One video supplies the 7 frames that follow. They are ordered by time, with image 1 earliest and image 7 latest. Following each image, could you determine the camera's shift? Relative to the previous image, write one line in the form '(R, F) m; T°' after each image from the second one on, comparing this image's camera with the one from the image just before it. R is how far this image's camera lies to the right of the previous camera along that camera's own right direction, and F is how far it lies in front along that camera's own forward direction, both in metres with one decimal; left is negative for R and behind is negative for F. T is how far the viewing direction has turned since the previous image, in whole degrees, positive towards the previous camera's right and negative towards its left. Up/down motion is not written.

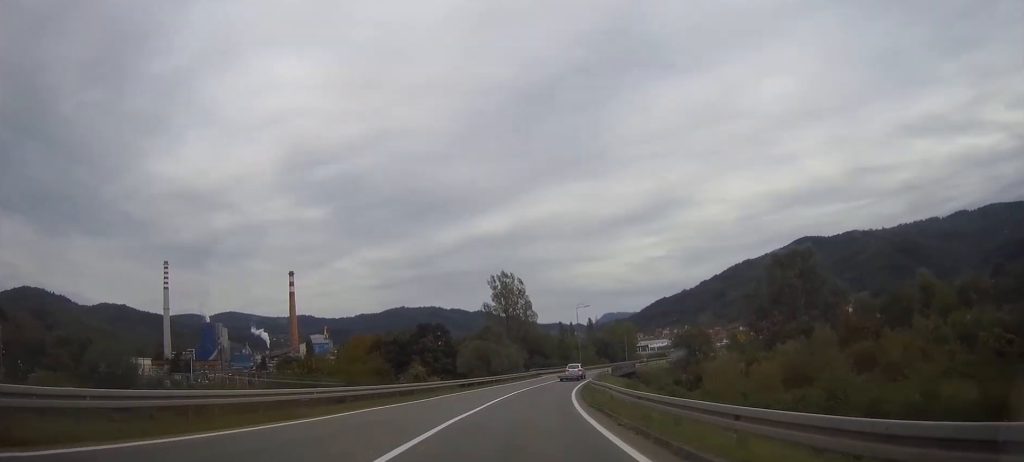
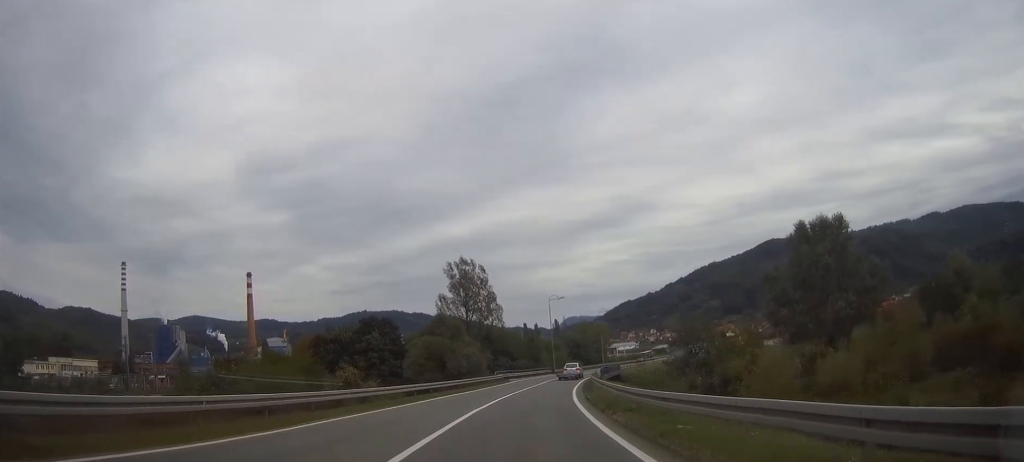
(+0.5, +19.3) m; +3°
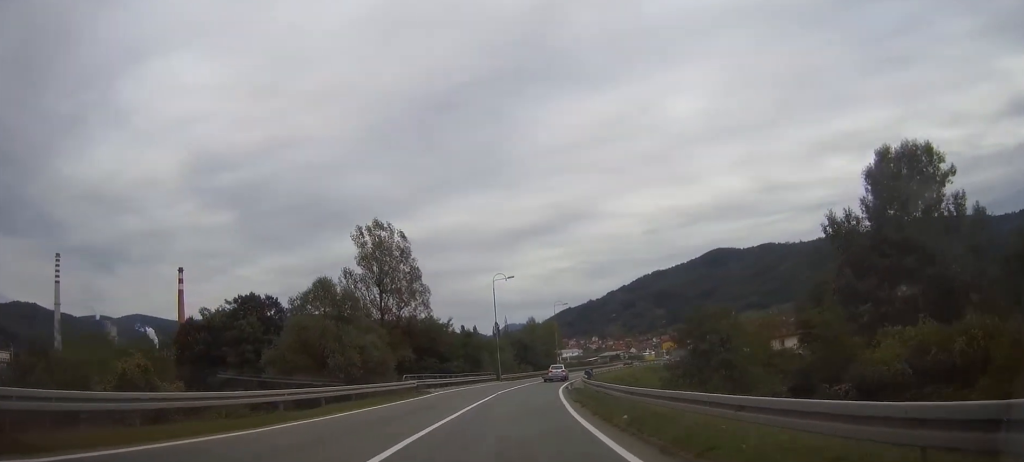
(+1.3, +28.9) m; +5°
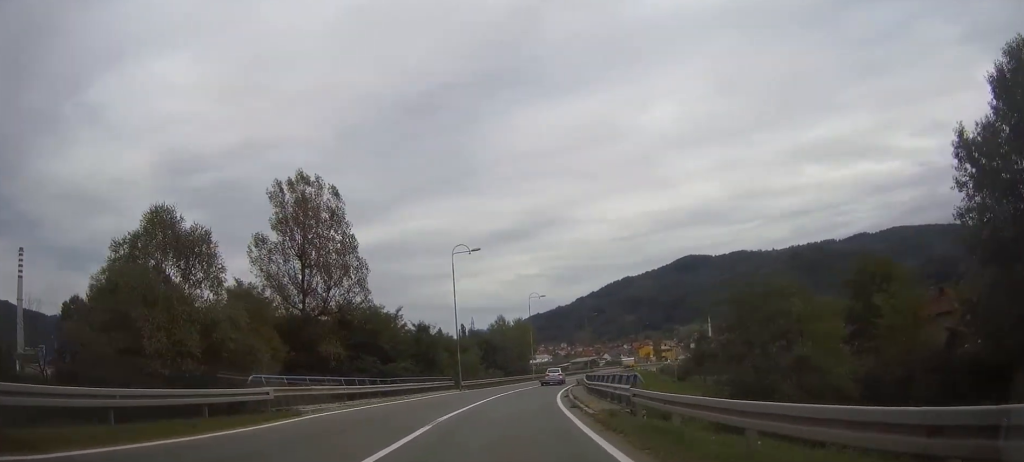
(+0.6, +20.5) m; +3°
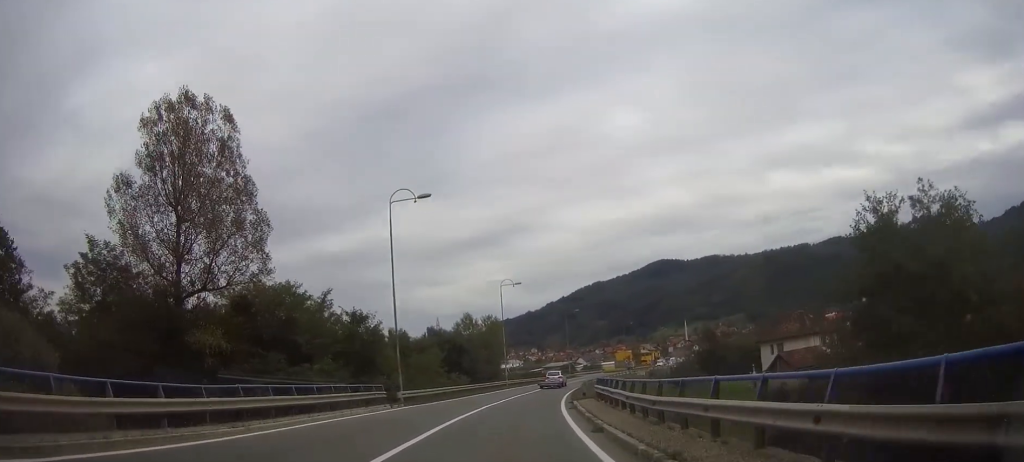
(+0.5, +20.2) m; +2°
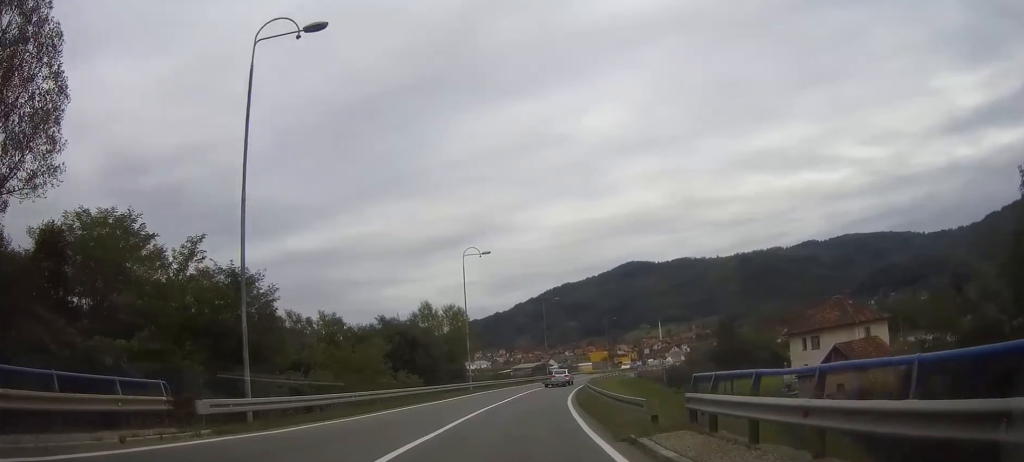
(+0.4, +20.5) m; +3°
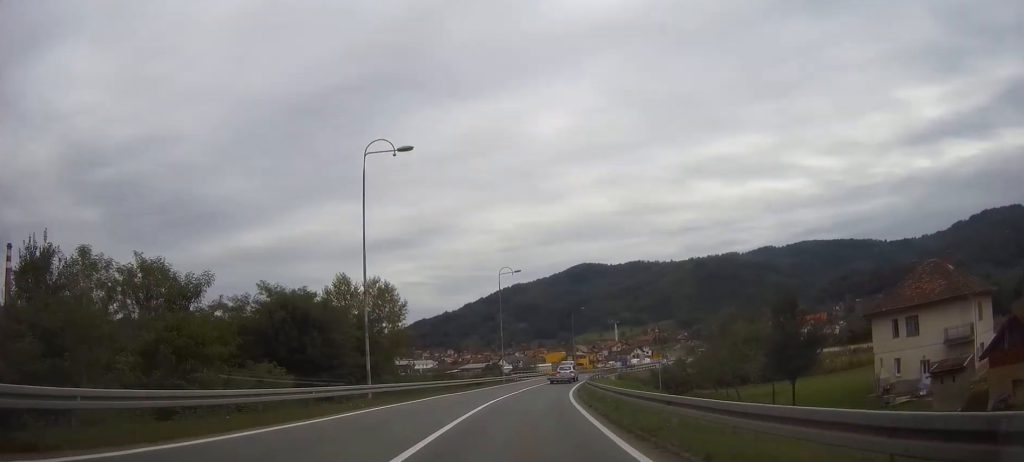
(+1.0, +29.1) m; +5°
